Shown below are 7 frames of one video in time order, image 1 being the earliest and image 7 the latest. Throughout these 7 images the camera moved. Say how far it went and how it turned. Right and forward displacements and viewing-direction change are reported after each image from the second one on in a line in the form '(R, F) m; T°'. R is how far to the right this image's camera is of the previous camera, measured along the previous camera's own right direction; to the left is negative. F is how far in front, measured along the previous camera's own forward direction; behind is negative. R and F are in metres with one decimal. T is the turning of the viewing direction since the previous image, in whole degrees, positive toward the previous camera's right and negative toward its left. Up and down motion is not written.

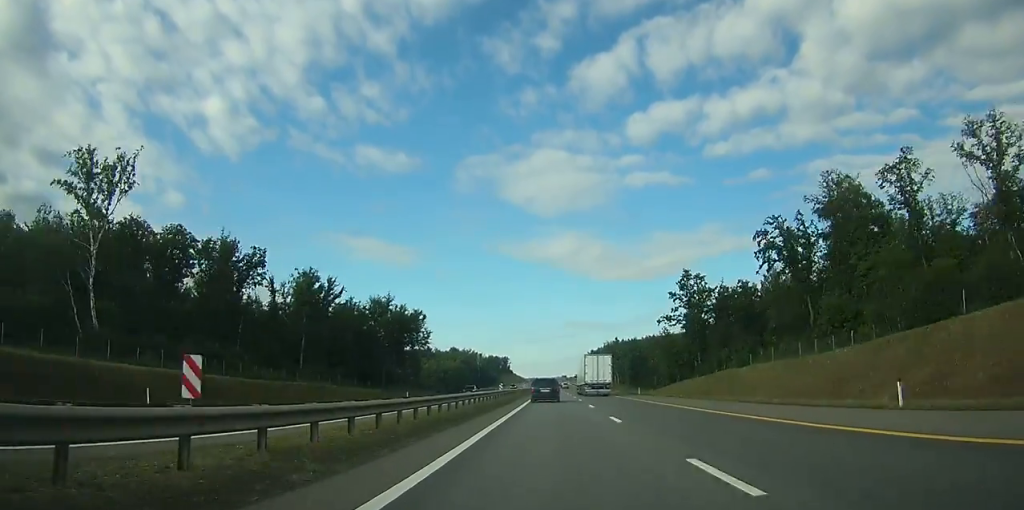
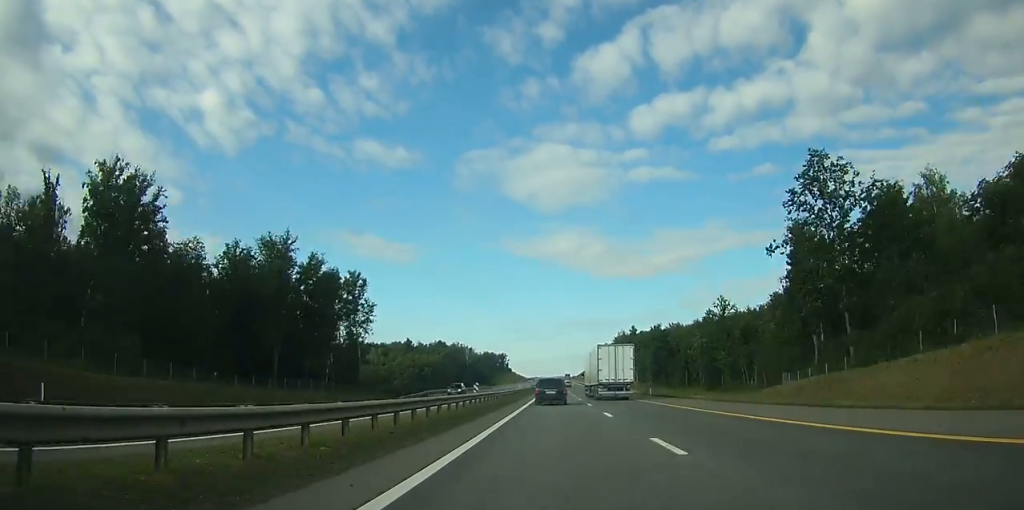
(0.0, +57.4) m; 0°
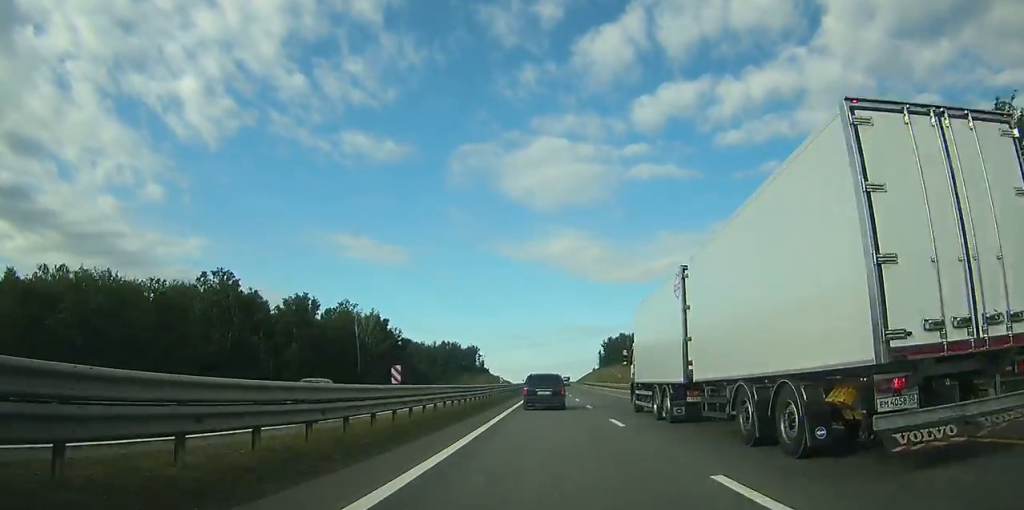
(+0.5, +184.9) m; 0°
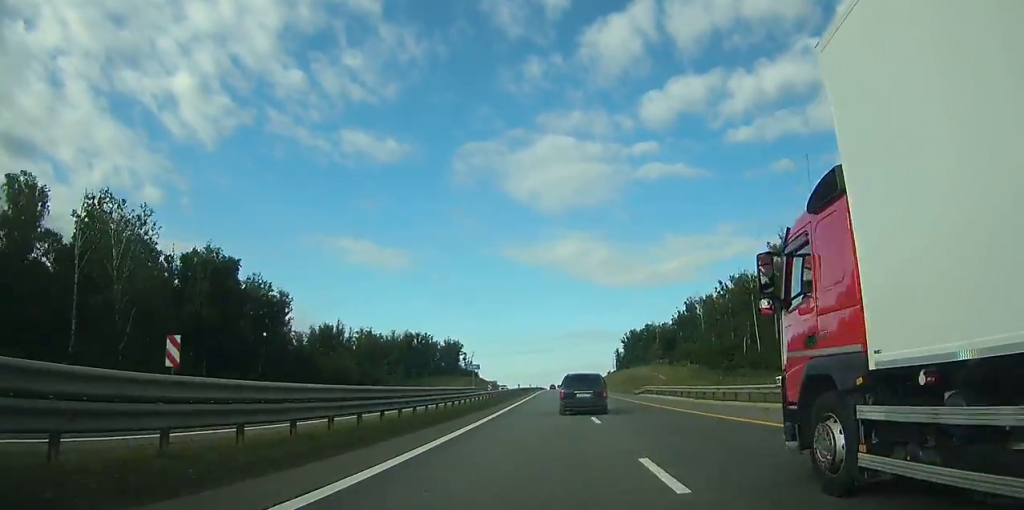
(-0.3, +96.5) m; 0°
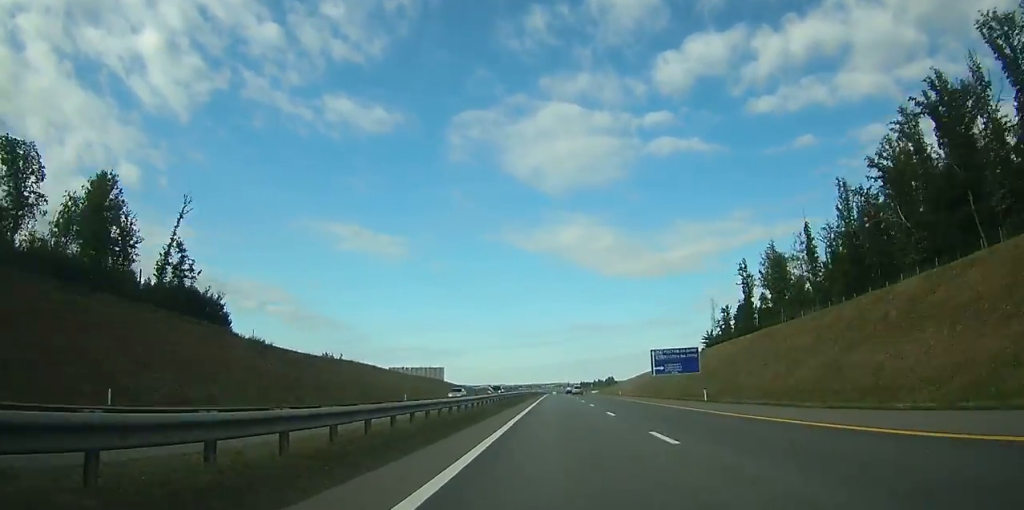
(-0.3, +268.6) m; 0°
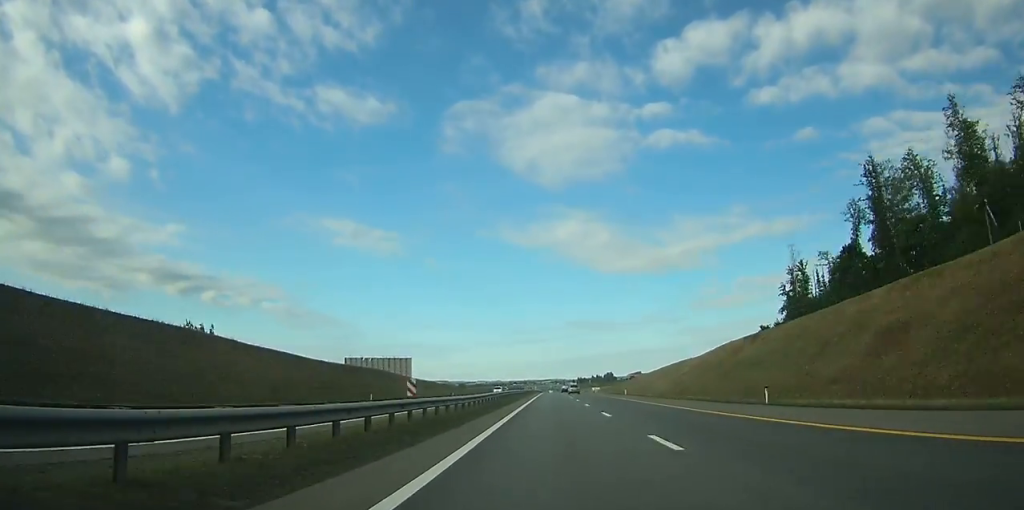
(+0.2, +60.6) m; 0°
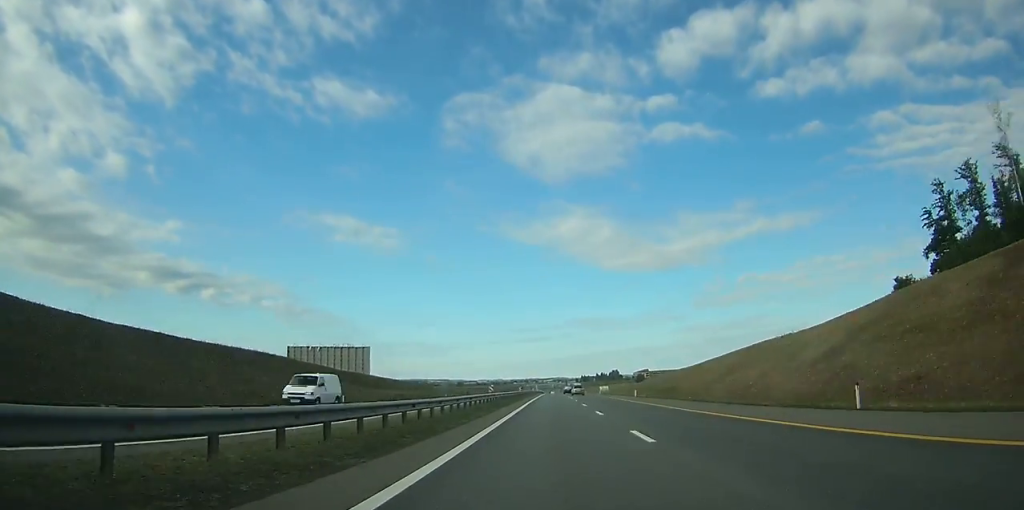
(+0.2, +55.7) m; 0°
